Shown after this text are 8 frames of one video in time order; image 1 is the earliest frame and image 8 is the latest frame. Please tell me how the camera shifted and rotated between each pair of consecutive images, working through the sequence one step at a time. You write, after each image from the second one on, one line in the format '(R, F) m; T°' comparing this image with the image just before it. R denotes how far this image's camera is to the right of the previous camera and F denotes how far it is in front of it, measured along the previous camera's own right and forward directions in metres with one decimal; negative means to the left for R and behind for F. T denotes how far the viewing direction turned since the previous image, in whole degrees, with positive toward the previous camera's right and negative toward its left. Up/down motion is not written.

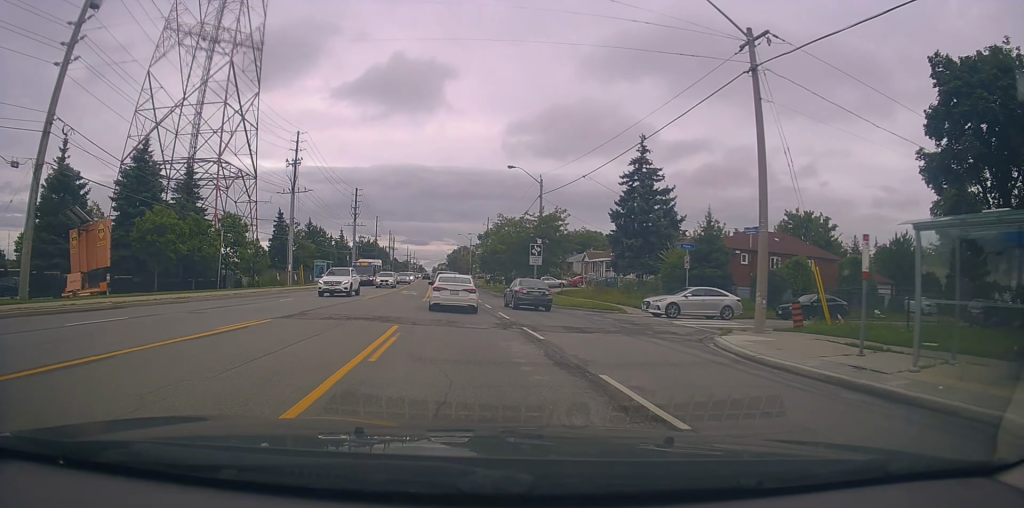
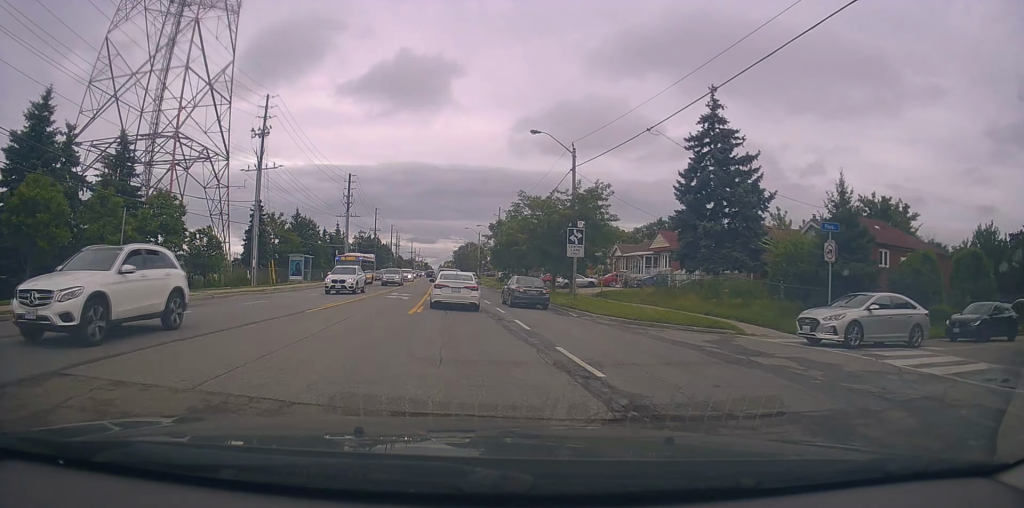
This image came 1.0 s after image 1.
(-0.2, +12.0) m; -2°
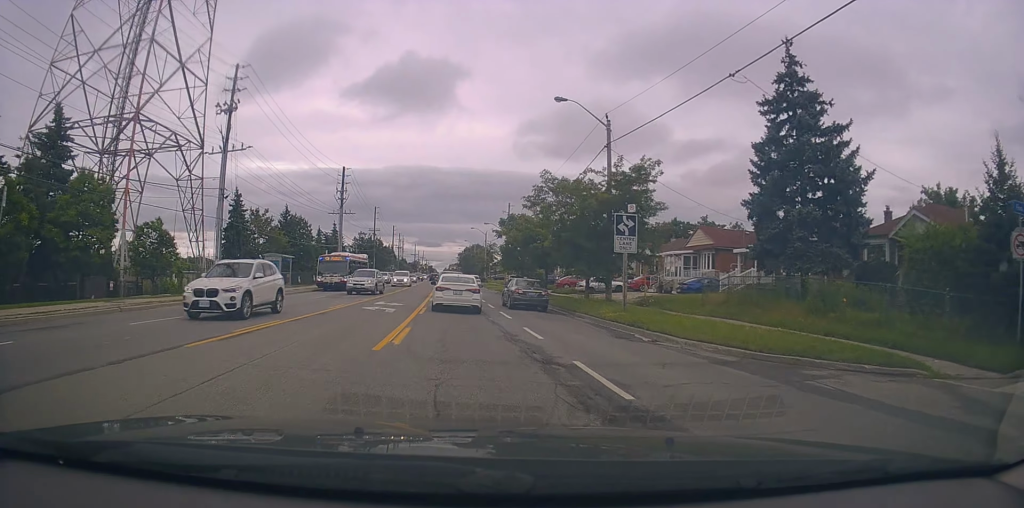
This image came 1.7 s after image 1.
(-0.2, +8.3) m; 0°
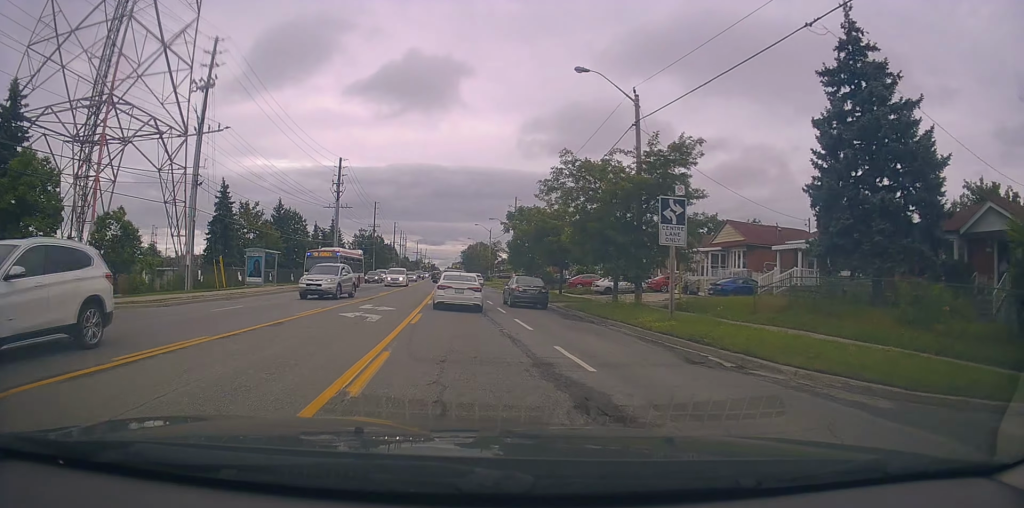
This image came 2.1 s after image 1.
(-0.2, +4.7) m; +1°
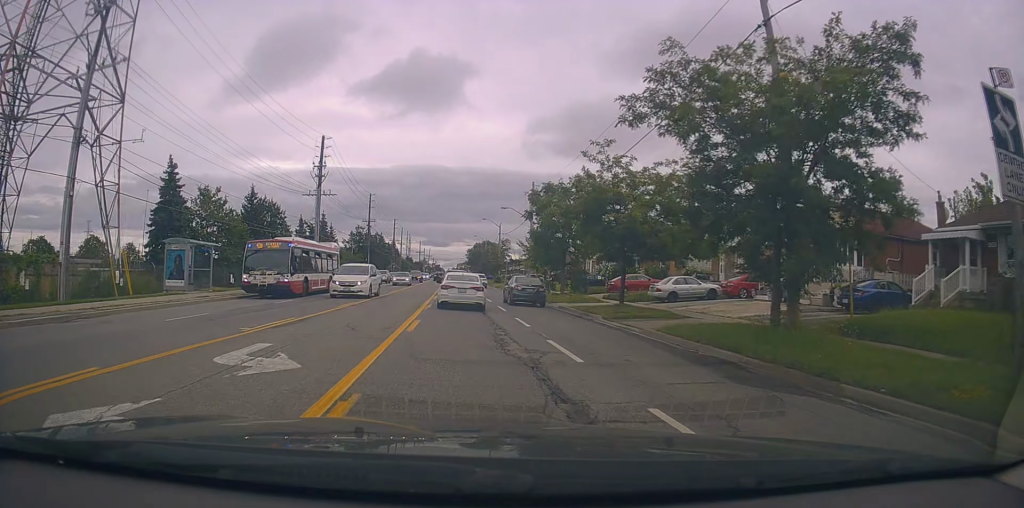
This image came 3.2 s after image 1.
(+0.6, +12.8) m; +1°
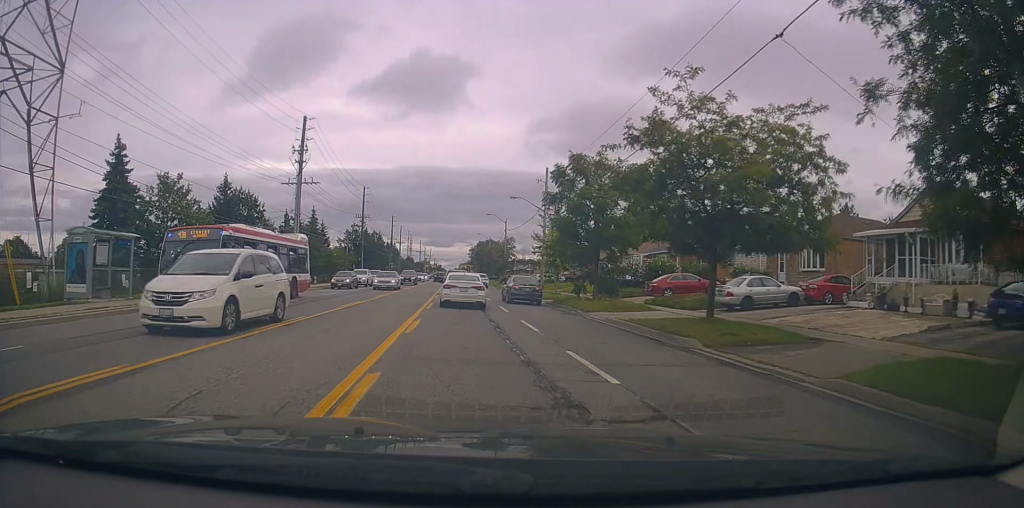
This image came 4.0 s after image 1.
(-0.4, +8.7) m; -3°
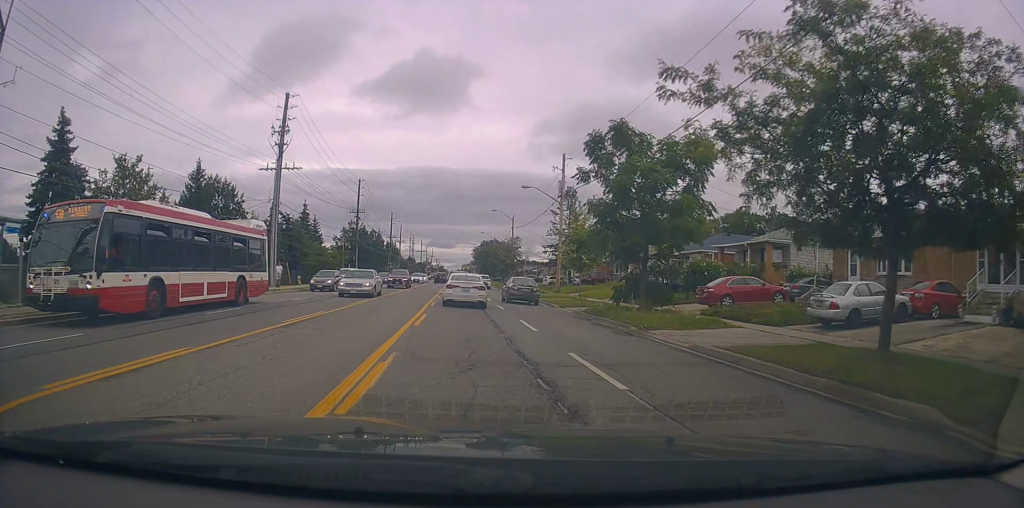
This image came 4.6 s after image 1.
(-0.1, +7.4) m; -1°
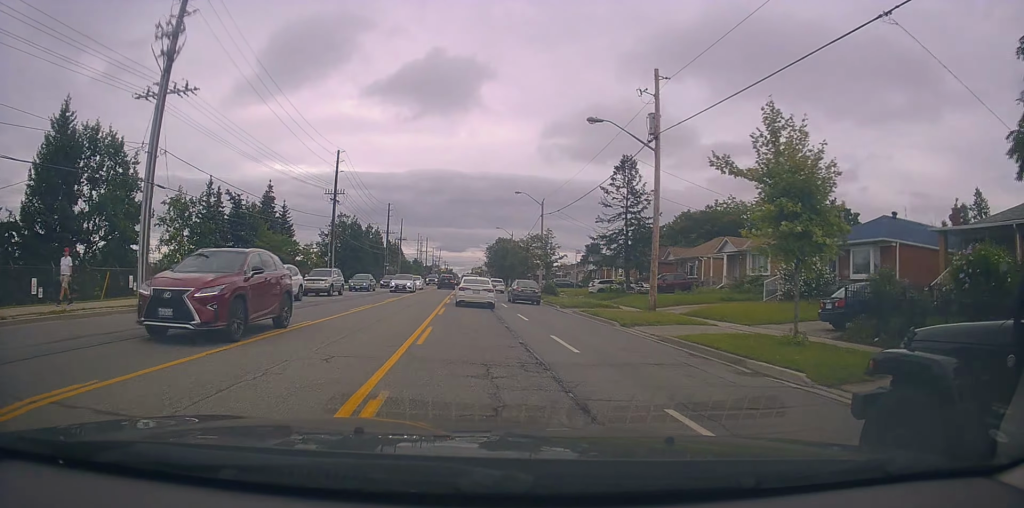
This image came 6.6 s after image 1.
(-0.1, +21.1) m; -1°
